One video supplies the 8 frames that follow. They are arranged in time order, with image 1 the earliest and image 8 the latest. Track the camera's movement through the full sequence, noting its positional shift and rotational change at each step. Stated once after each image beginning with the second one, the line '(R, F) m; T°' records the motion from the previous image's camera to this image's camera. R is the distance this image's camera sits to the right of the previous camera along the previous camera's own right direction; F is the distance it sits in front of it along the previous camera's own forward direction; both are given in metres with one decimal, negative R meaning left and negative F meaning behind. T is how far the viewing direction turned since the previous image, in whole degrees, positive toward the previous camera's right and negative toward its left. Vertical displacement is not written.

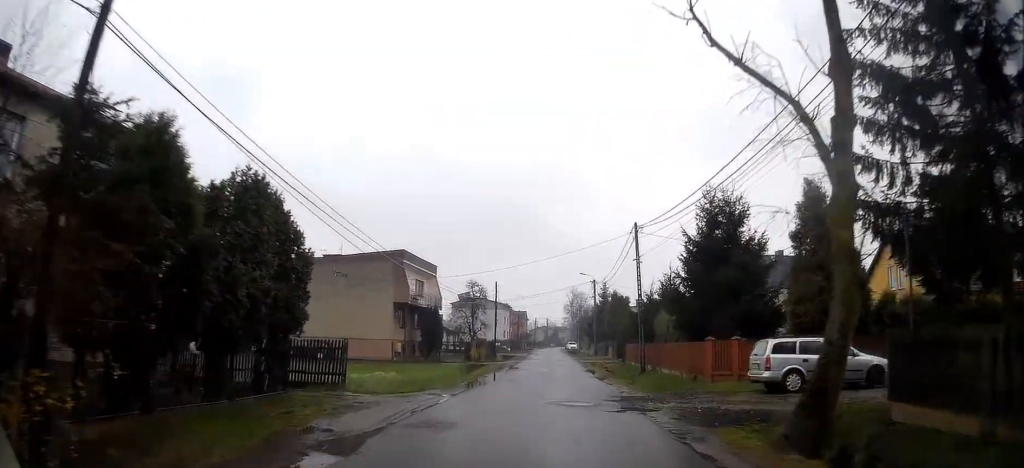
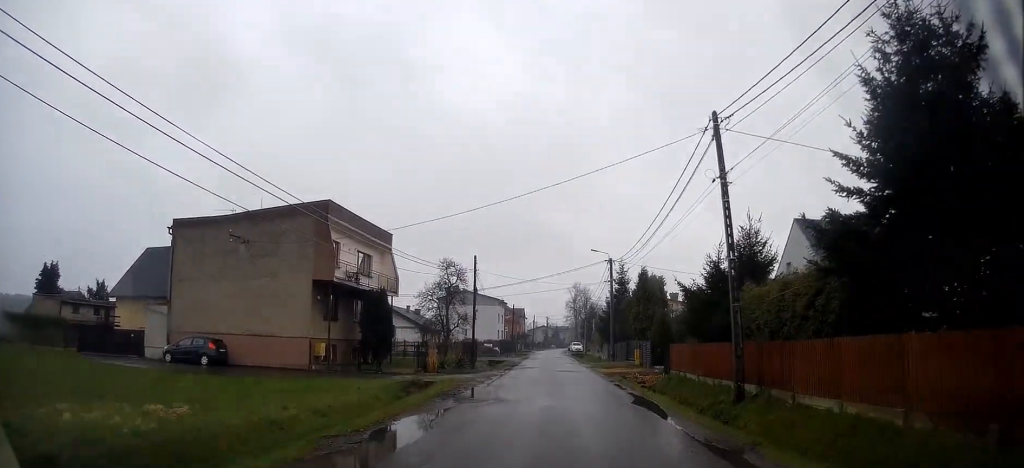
(-0.2, +17.1) m; 0°
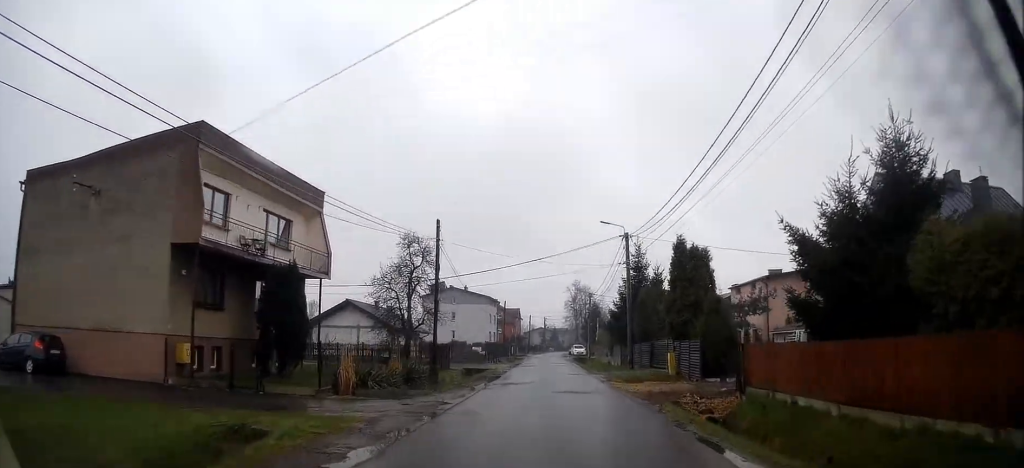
(+0.1, +12.1) m; 0°
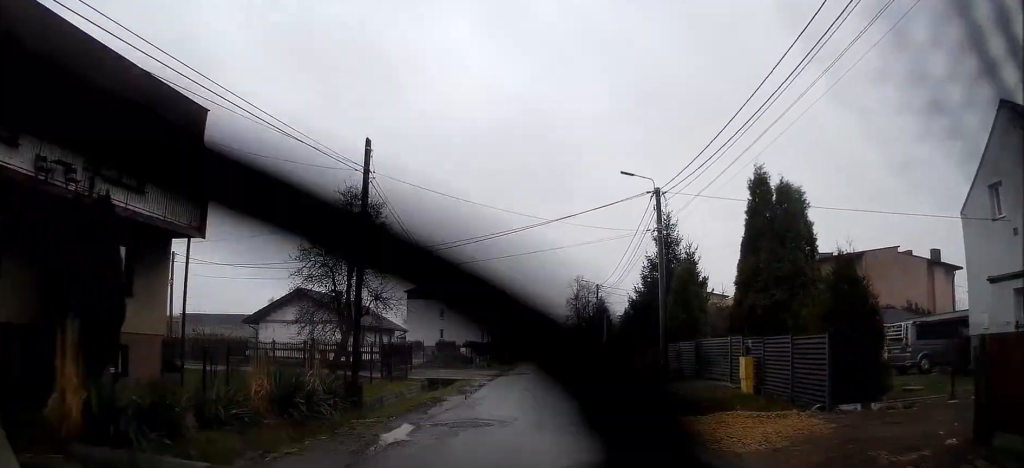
(-0.1, +10.9) m; 0°
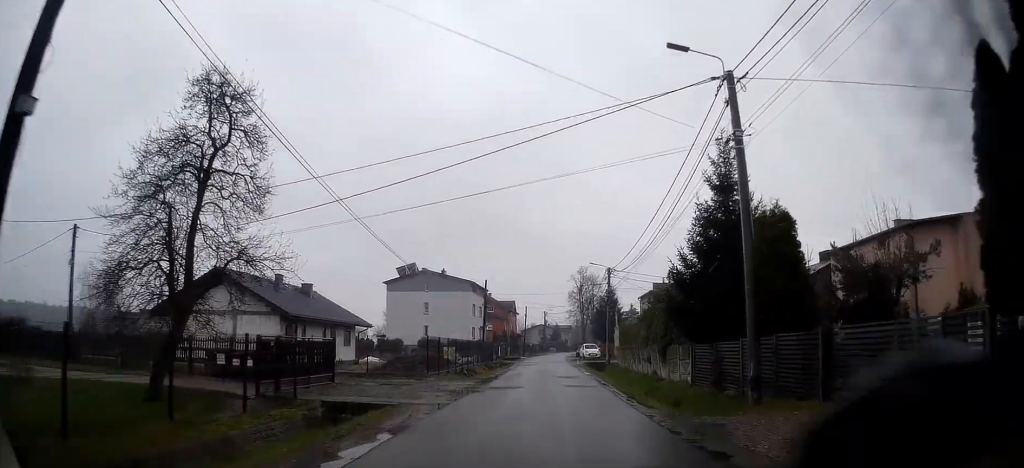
(0.0, +11.8) m; 0°
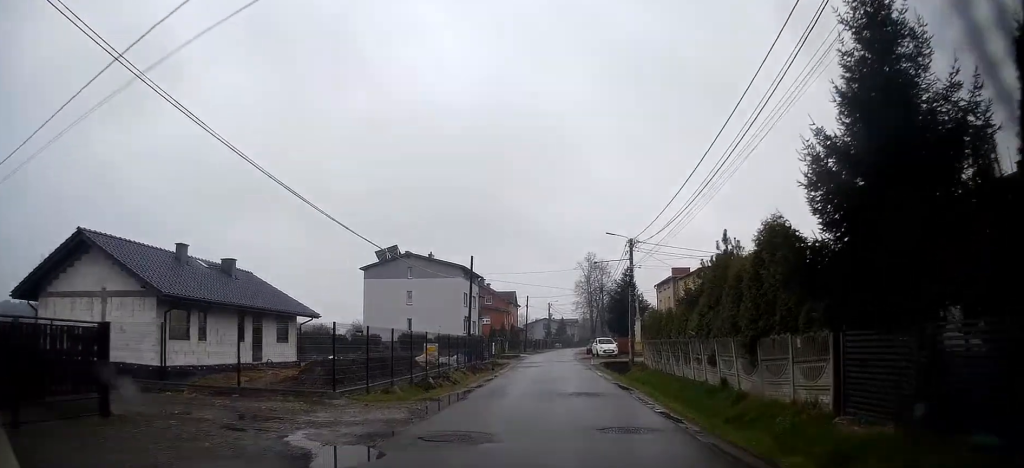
(0.0, +11.7) m; 0°
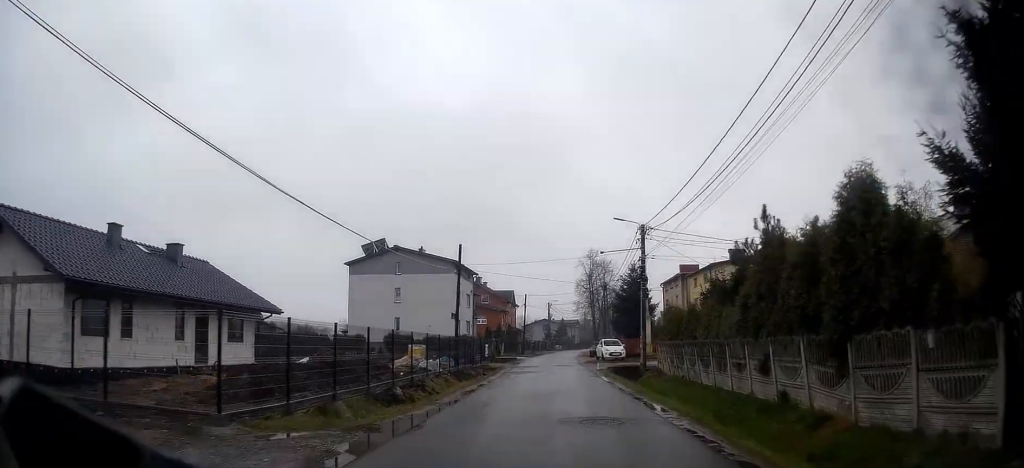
(0.0, +5.1) m; 0°
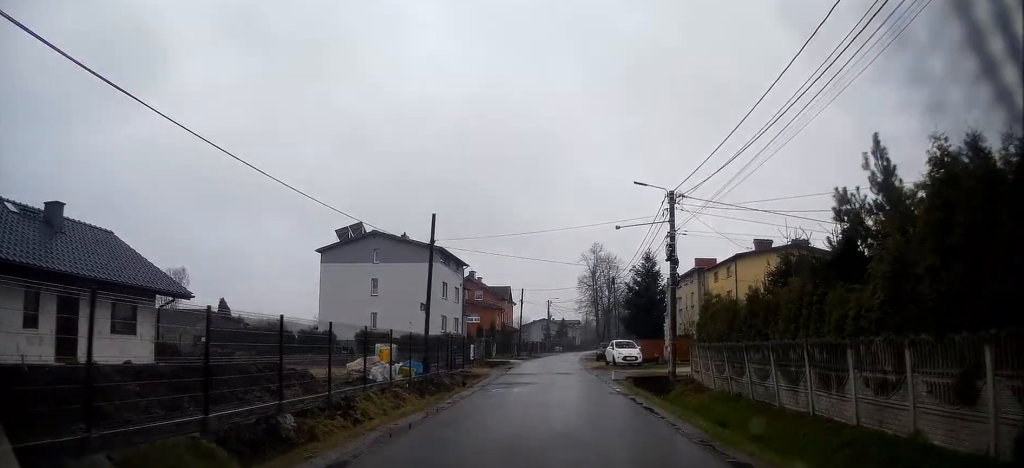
(0.0, +8.2) m; 0°
